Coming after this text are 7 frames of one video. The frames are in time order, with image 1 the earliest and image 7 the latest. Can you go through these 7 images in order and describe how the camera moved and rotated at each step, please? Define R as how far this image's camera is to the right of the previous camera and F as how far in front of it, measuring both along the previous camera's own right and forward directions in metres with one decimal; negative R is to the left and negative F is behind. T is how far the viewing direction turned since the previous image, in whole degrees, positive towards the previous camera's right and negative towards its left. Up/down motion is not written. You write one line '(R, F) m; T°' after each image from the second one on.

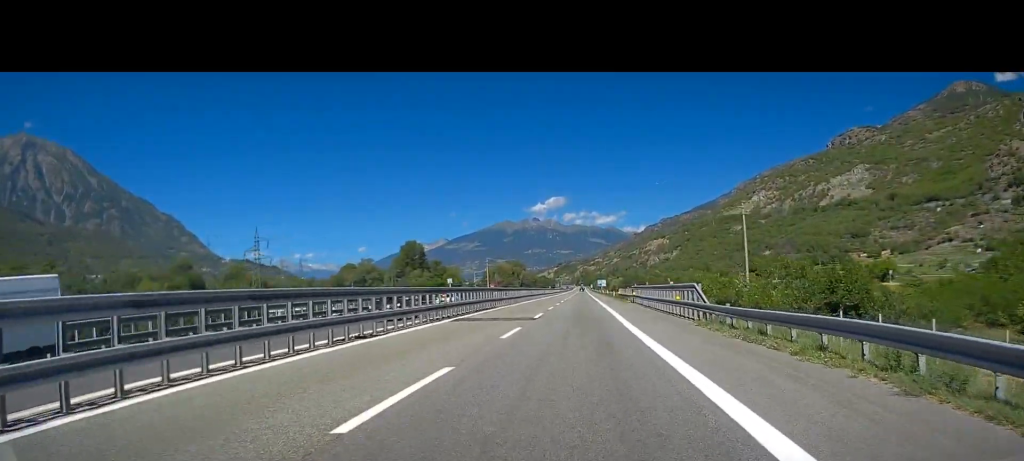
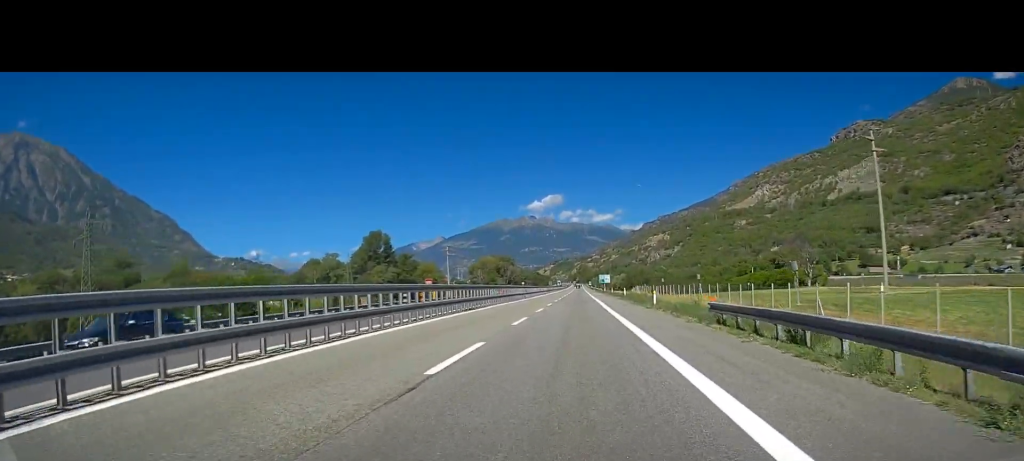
(+0.2, +55.8) m; 0°
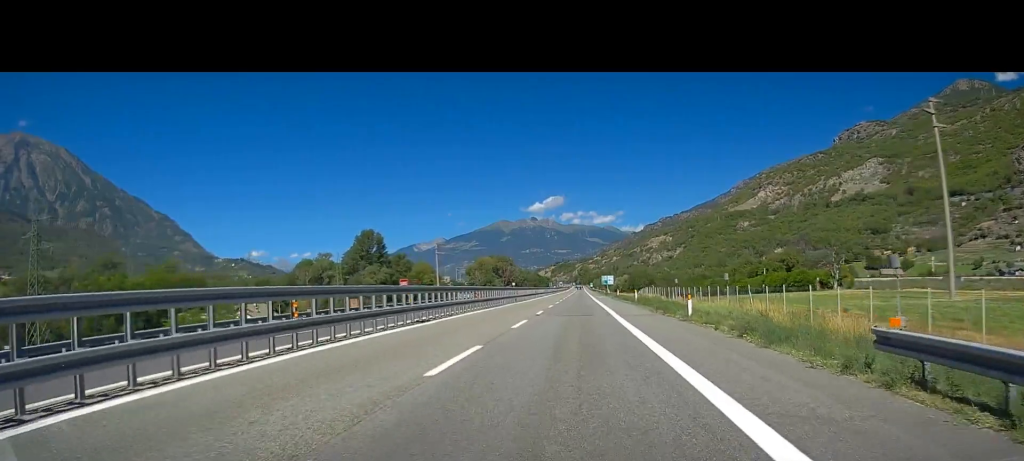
(0.0, +12.3) m; 0°
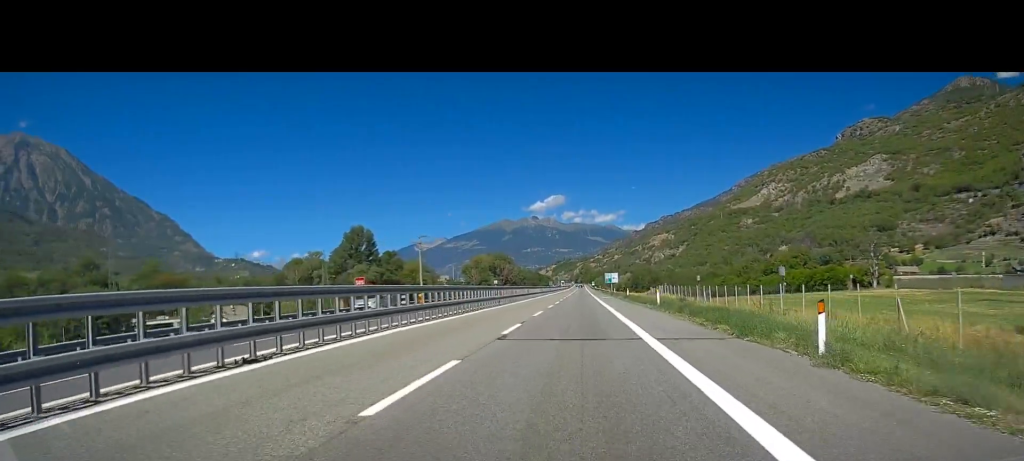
(0.0, +14.9) m; 0°
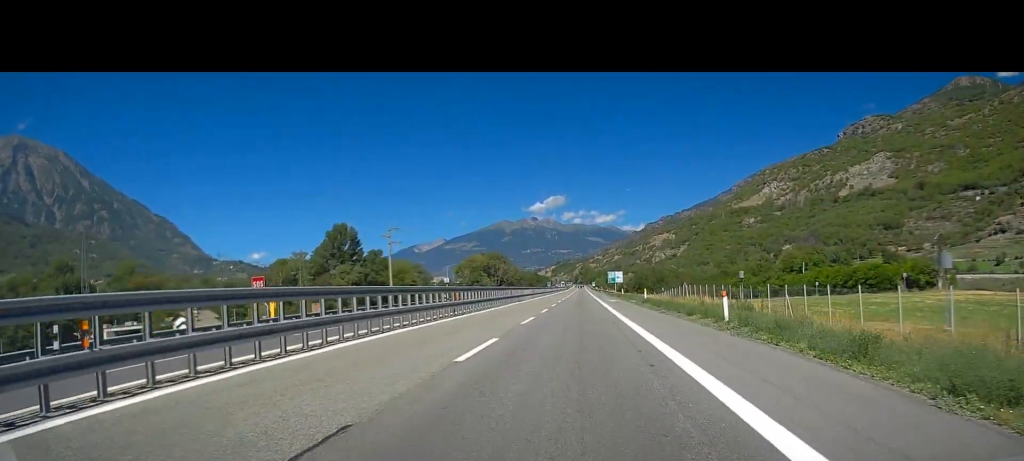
(0.0, +18.9) m; 0°
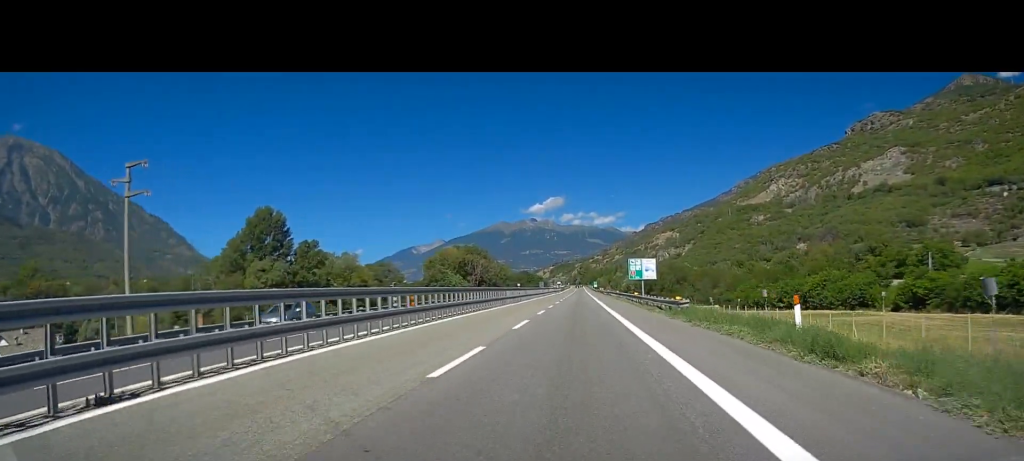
(+0.9, +62.1) m; +1°
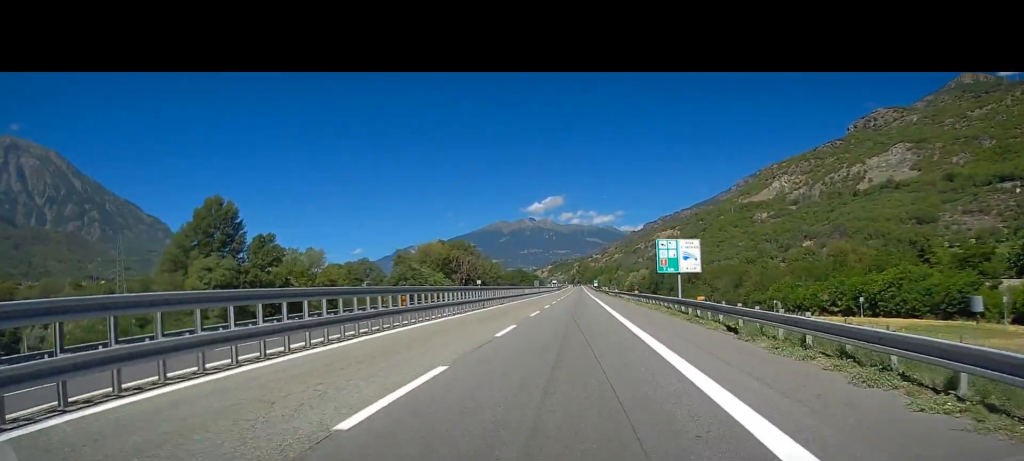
(-0.4, +27.8) m; -1°
